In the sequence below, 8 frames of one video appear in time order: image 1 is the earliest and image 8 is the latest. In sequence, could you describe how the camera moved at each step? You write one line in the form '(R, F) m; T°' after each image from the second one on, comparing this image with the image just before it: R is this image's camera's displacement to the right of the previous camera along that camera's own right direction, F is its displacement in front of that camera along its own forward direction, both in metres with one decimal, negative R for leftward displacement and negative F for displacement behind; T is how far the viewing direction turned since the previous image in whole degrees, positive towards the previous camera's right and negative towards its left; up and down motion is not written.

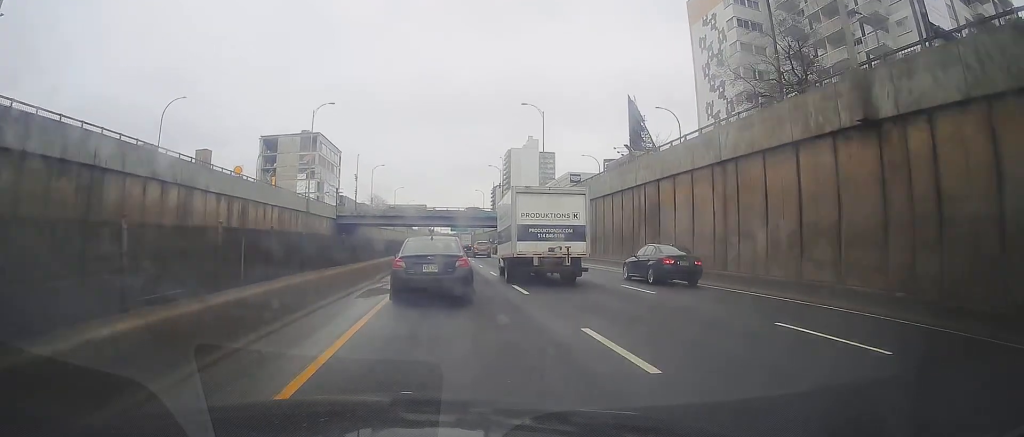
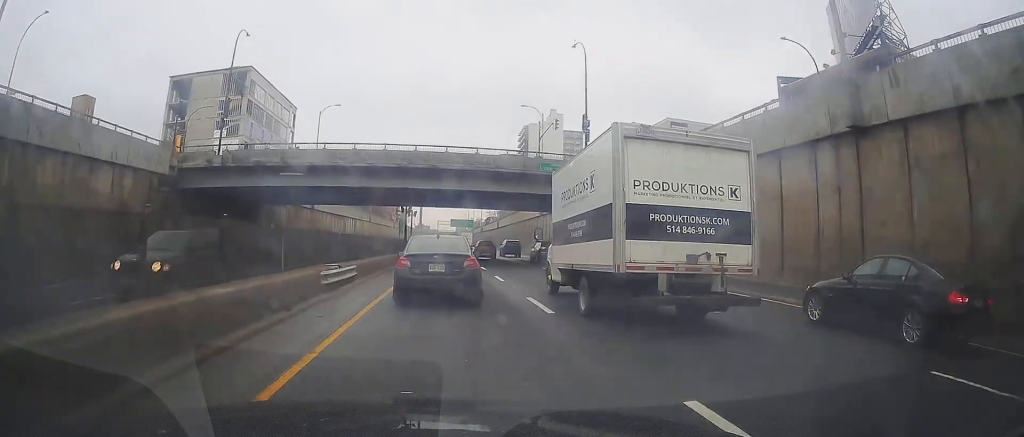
(-0.1, +56.9) m; 0°
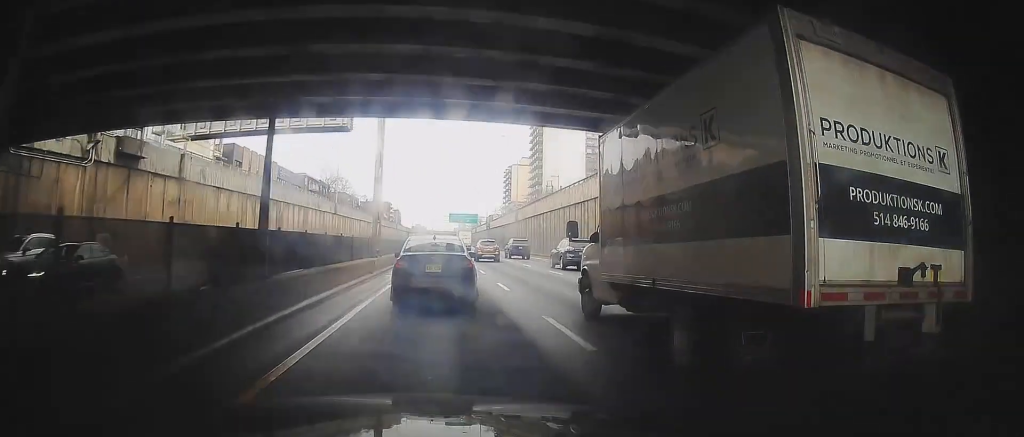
(0.0, +39.7) m; 0°
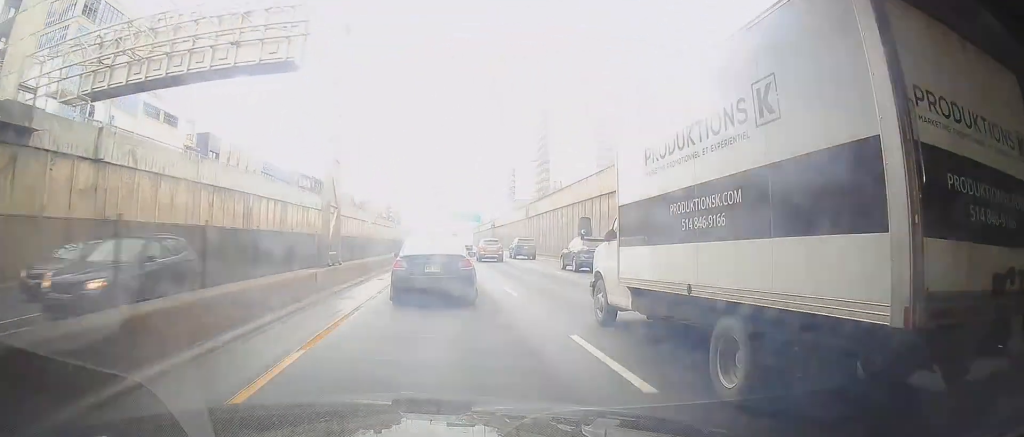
(0.0, +10.8) m; 0°
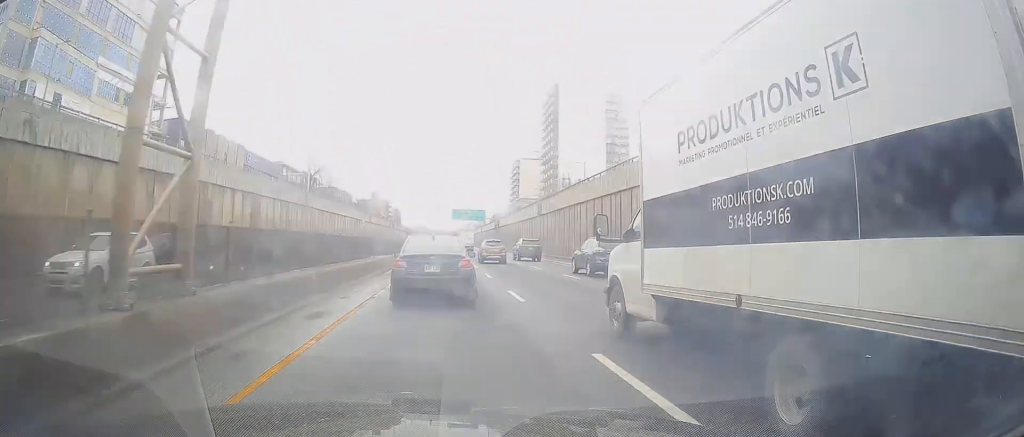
(0.0, +10.0) m; 0°
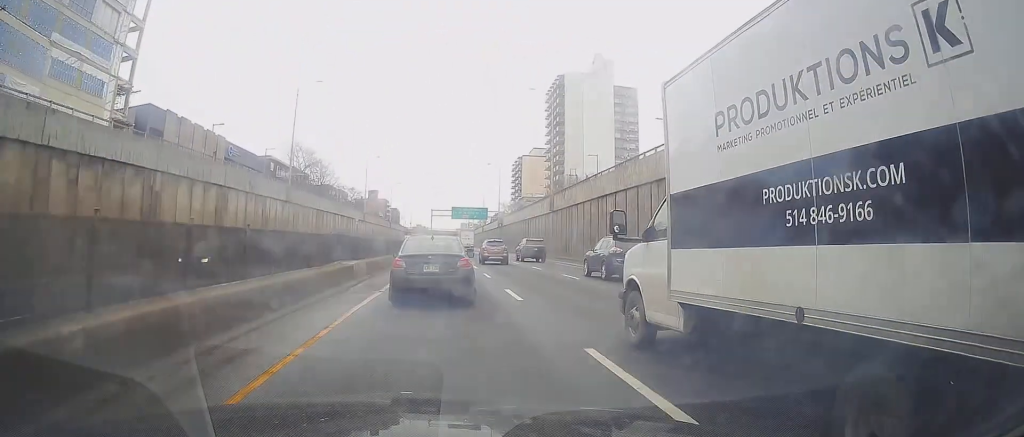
(+0.1, +8.6) m; 0°
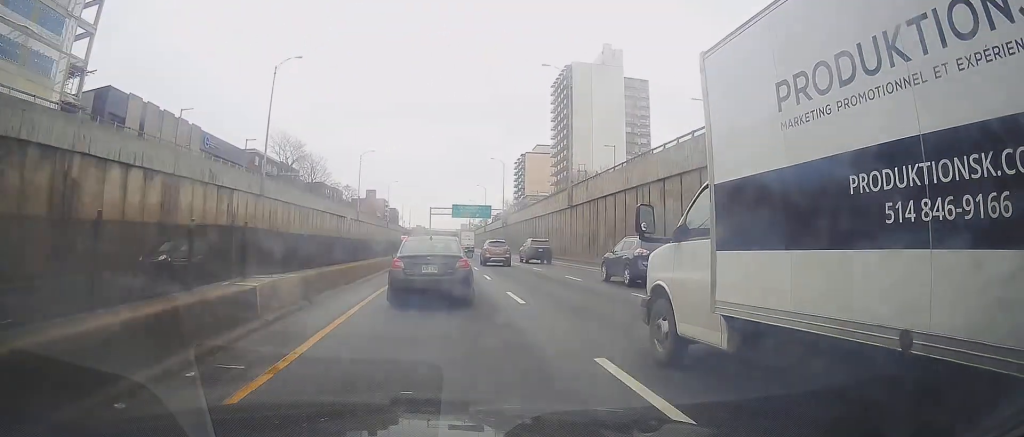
(-0.1, +9.3) m; 0°
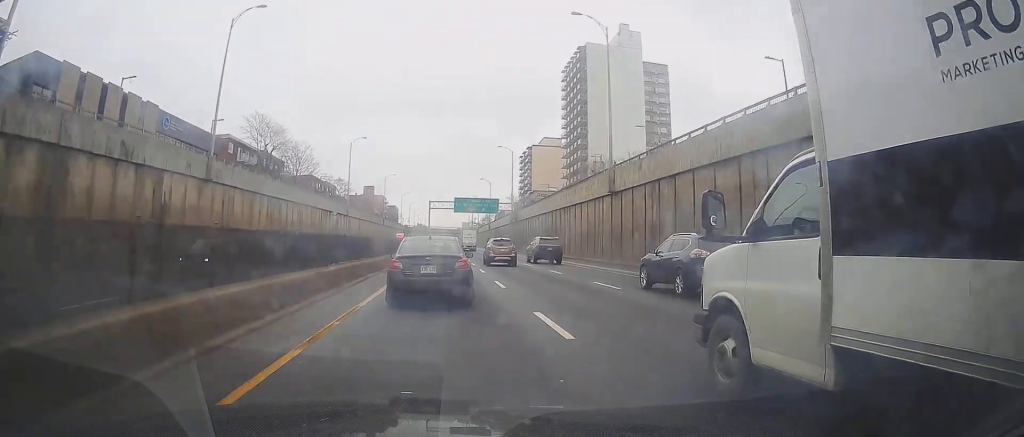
(-0.3, +13.6) m; 0°
